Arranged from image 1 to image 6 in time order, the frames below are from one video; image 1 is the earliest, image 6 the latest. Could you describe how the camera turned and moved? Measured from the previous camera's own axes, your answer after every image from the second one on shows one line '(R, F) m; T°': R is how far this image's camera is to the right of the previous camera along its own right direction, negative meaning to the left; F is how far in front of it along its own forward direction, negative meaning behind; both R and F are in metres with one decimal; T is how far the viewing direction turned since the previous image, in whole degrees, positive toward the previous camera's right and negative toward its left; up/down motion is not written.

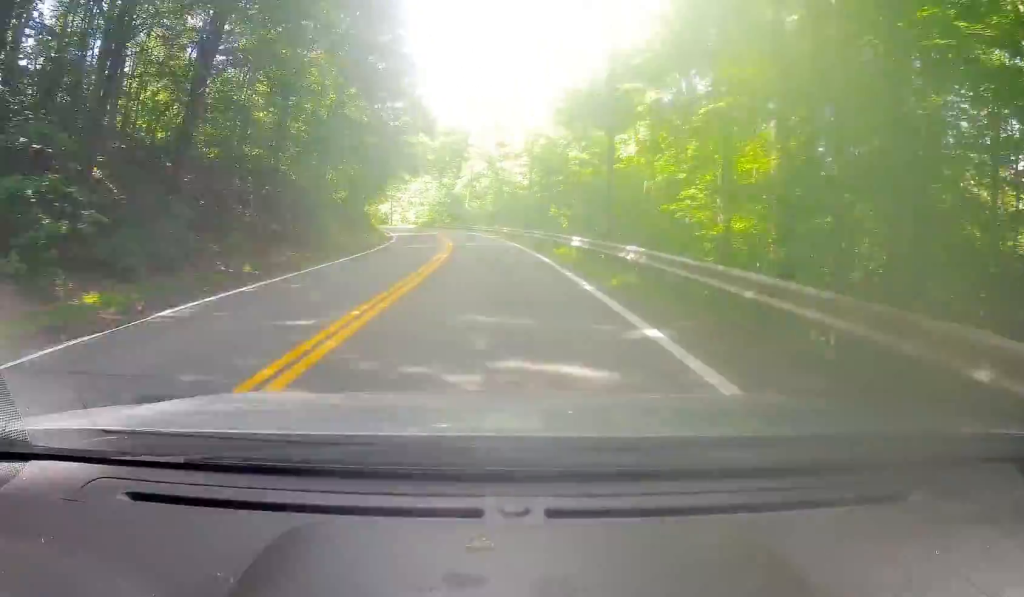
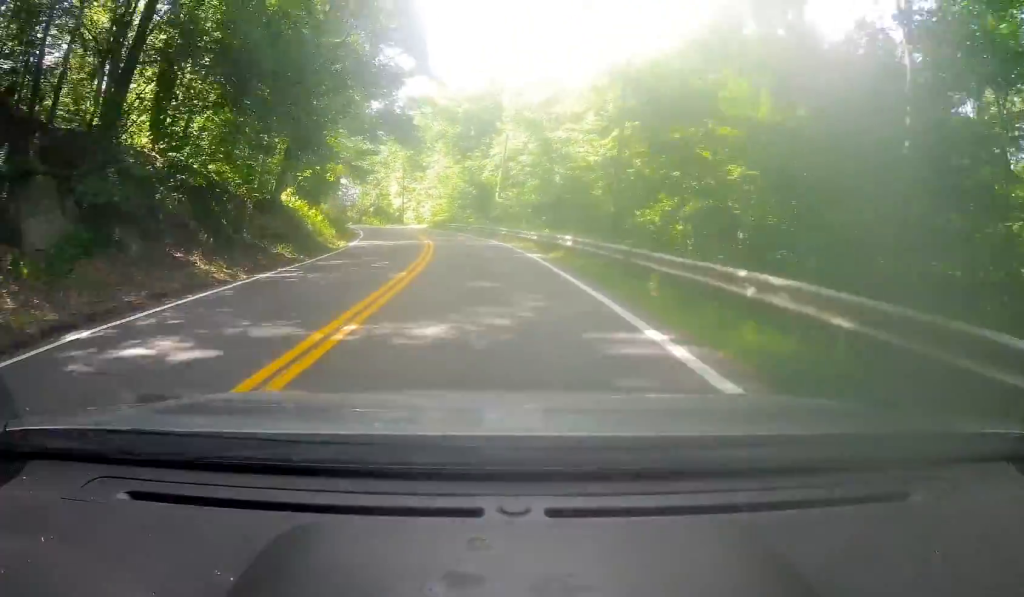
(-0.6, +28.9) m; -3°
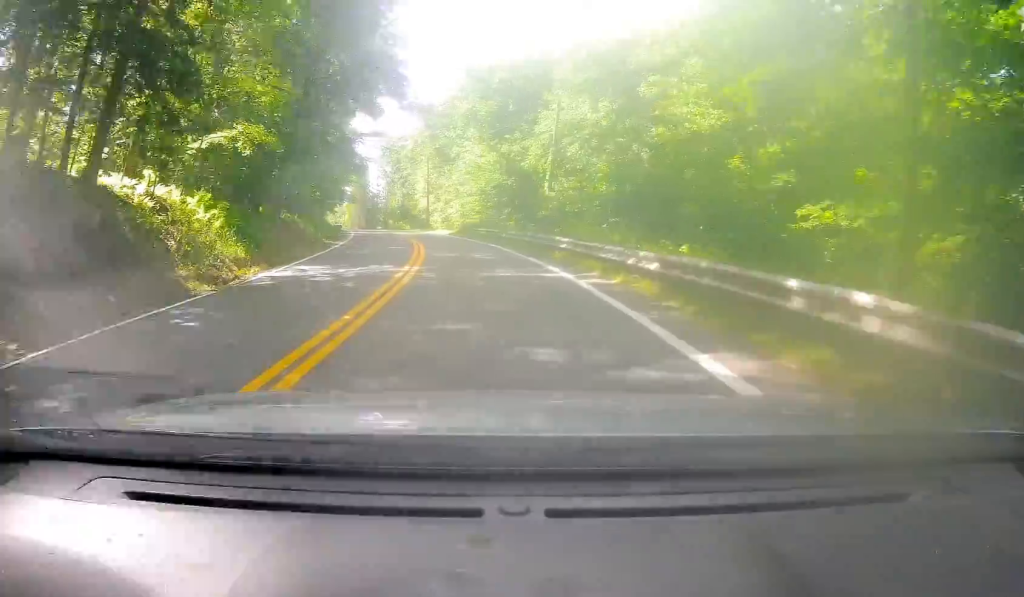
(-0.6, +17.6) m; -3°
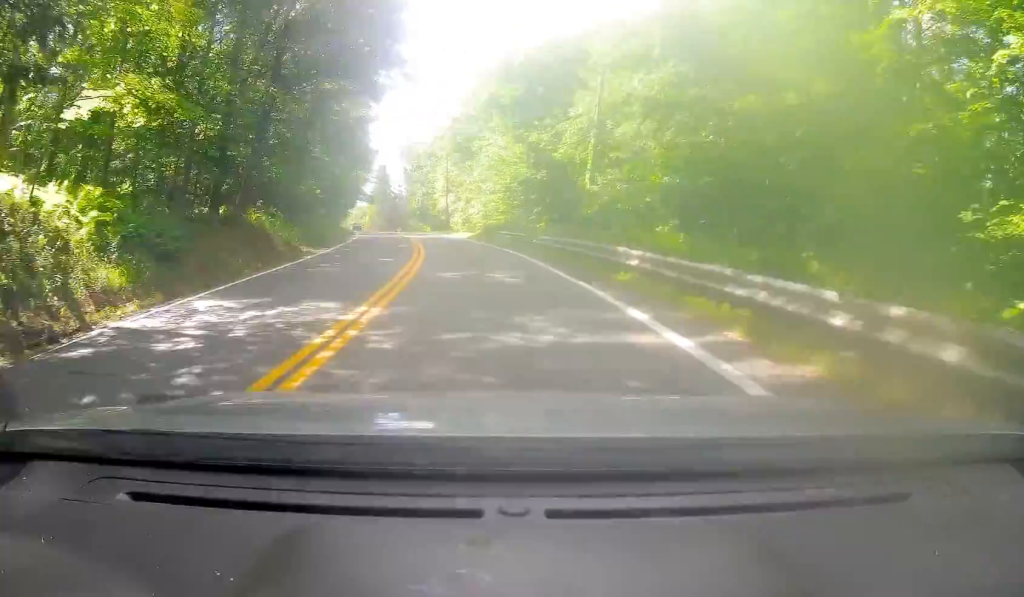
(-0.2, +8.5) m; -2°
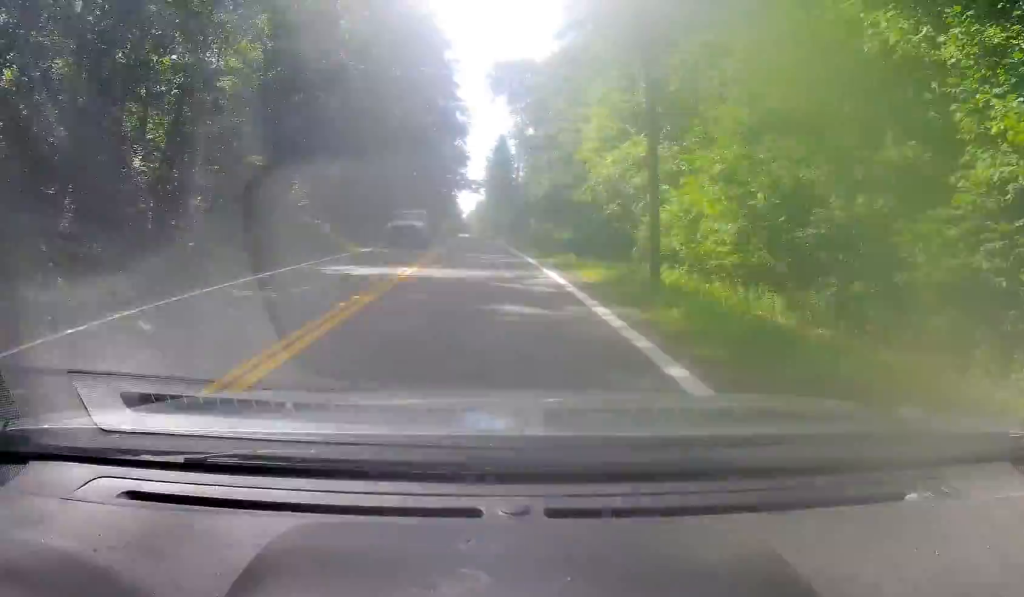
(-6.2, +54.7) m; -11°
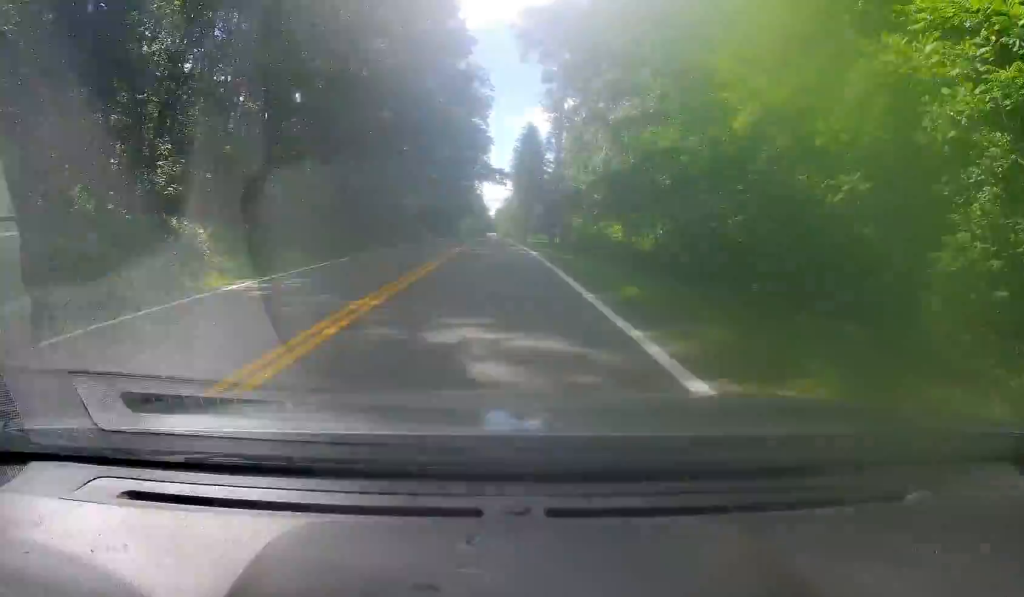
(0.0, +19.5) m; -2°
